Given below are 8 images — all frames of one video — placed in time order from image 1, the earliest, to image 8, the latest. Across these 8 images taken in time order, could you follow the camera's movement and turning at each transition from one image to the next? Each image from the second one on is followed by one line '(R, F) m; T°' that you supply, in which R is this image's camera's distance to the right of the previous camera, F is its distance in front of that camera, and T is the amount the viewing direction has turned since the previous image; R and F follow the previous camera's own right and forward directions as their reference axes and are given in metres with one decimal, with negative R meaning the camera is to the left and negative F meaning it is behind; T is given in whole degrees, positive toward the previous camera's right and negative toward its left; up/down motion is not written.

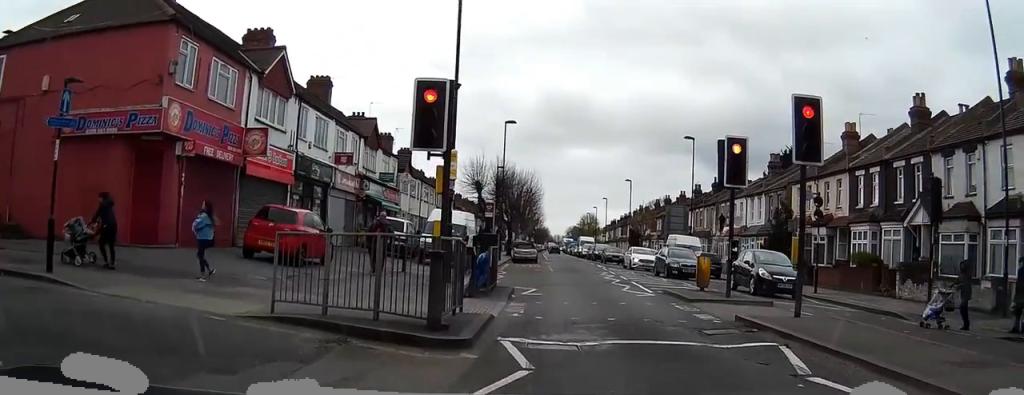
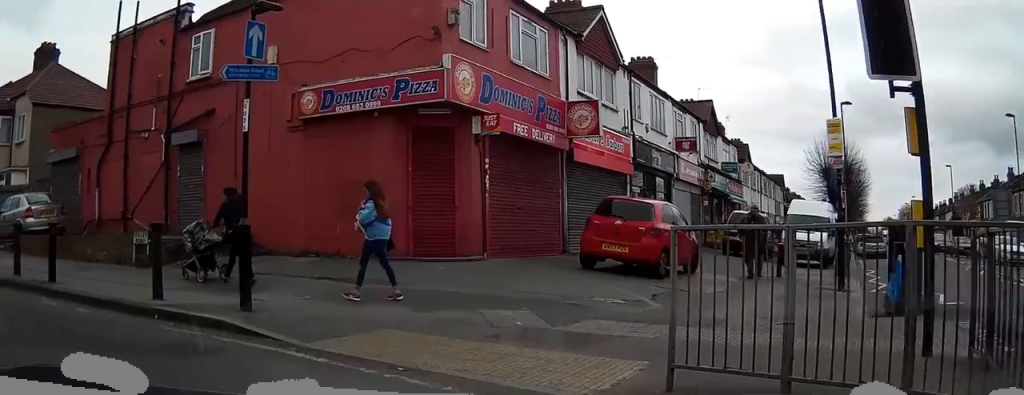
(-1.7, +4.0) m; -53°
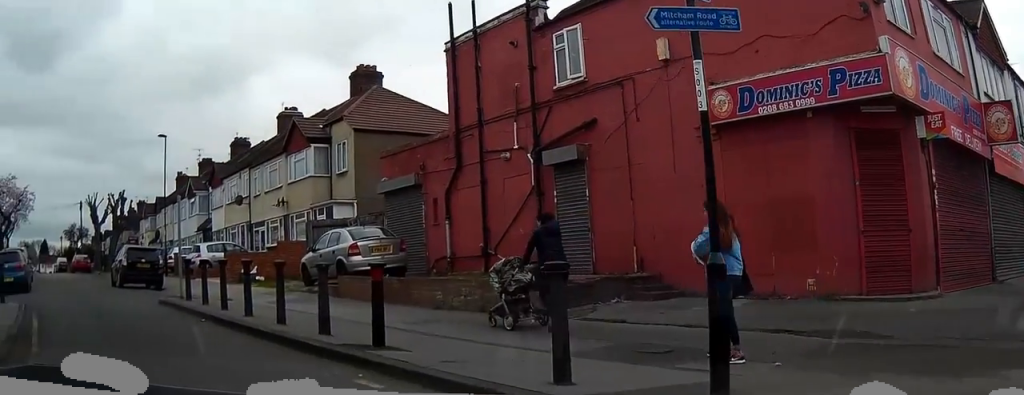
(-0.9, +3.1) m; -25°
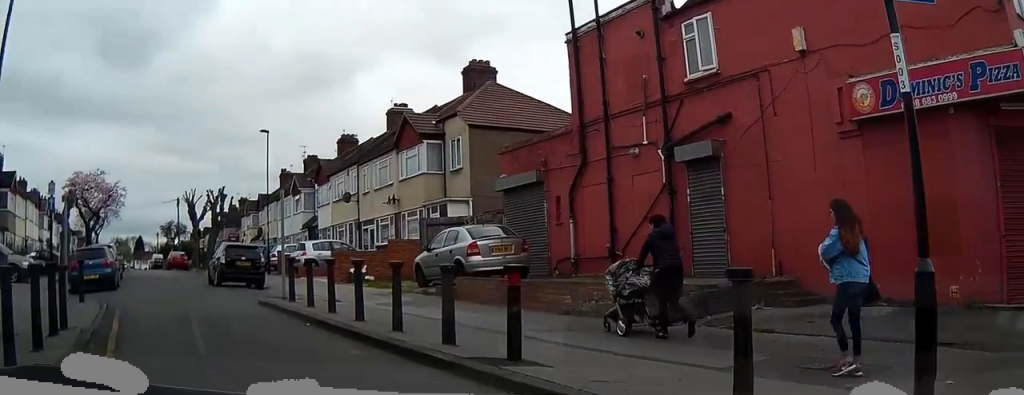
(0.0, +1.1) m; -5°
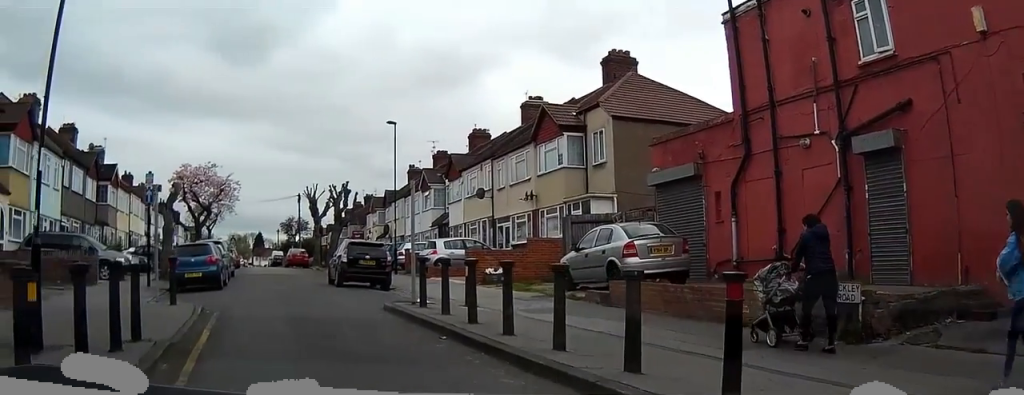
(-0.2, +2.1) m; -5°
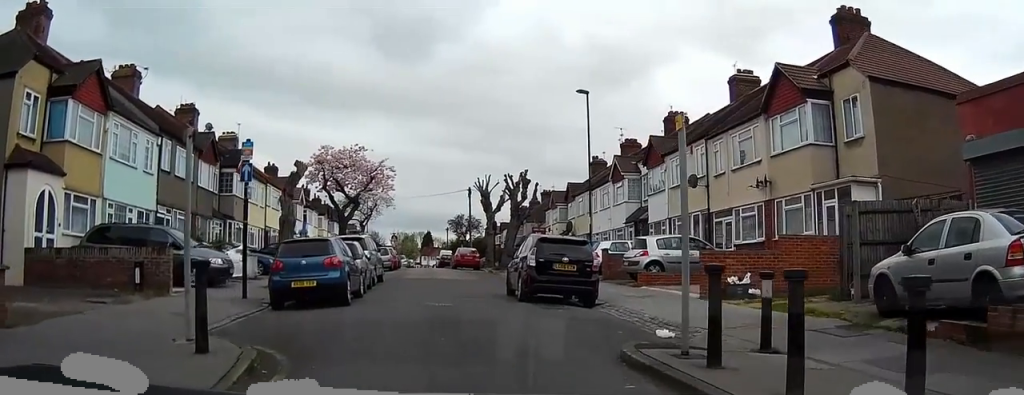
(-0.5, +7.8) m; -6°
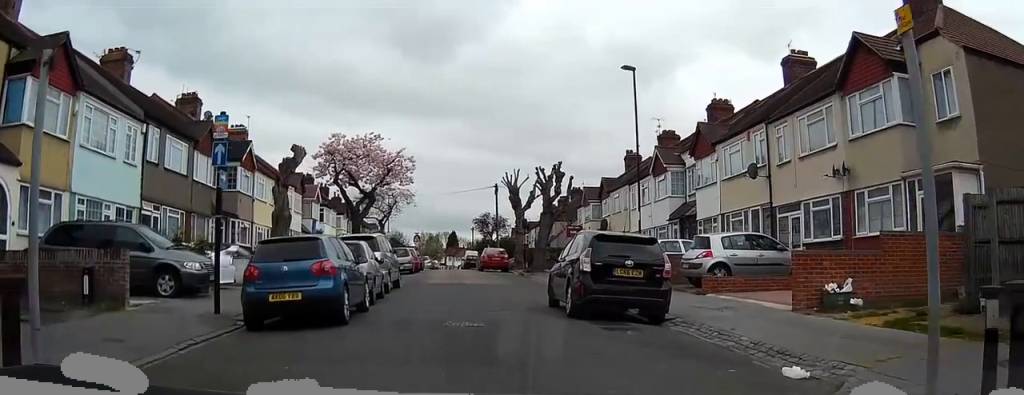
(-0.1, +4.3) m; -1°
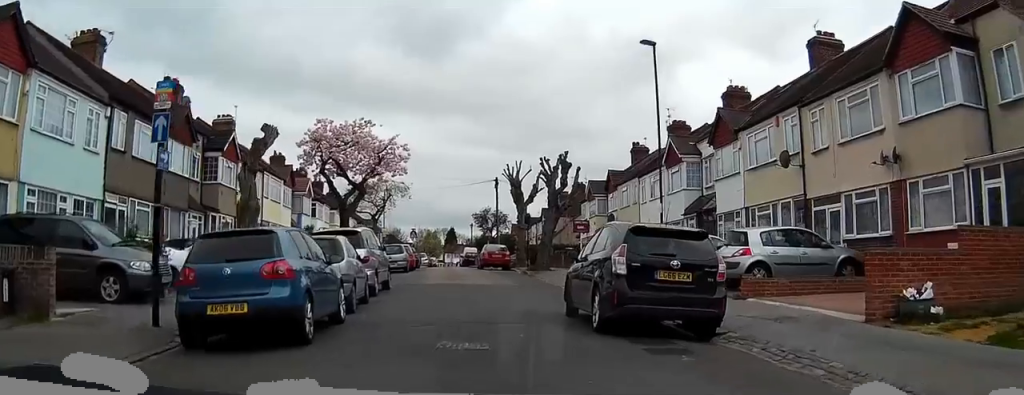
(0.0, +3.2) m; 0°
